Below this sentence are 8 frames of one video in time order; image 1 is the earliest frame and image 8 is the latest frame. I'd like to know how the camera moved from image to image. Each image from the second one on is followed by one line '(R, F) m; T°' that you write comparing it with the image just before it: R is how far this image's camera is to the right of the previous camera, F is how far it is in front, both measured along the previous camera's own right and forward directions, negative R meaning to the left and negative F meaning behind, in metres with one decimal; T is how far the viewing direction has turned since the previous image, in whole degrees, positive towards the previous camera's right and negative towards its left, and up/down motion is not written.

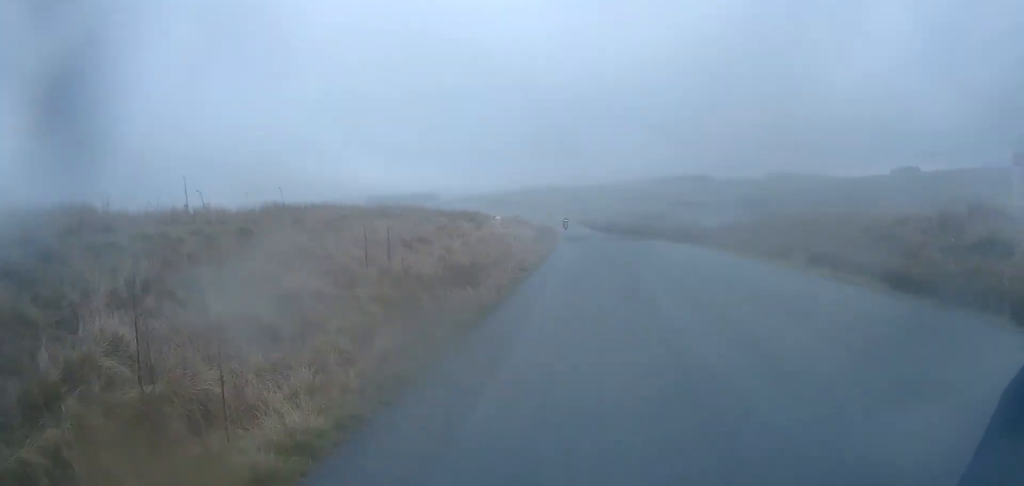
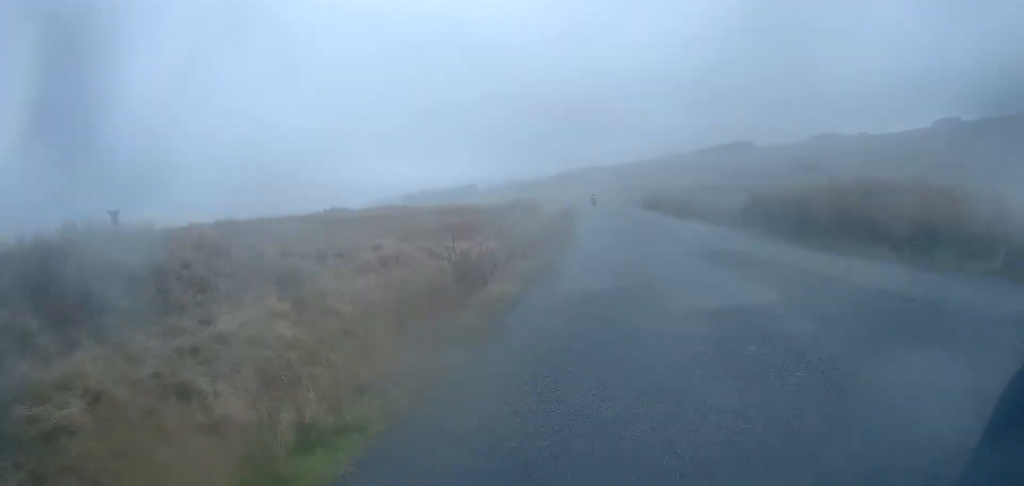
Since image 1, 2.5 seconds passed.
(-2.4, +45.8) m; -4°
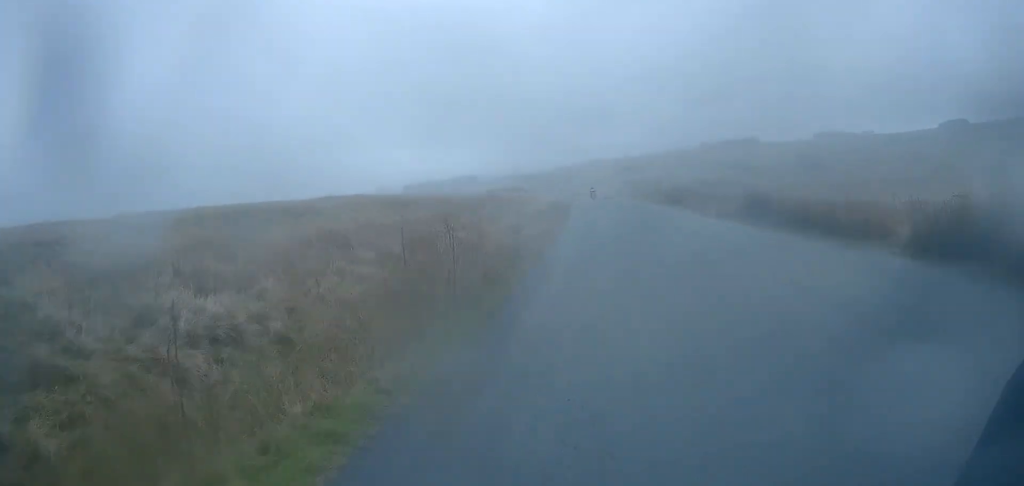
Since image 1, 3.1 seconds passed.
(-0.1, +11.0) m; 0°
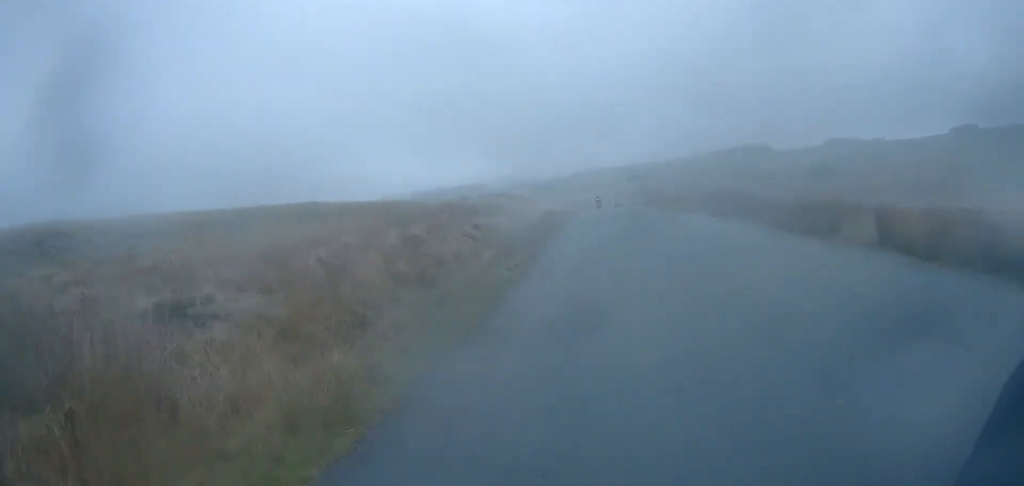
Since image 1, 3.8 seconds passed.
(0.0, +12.0) m; 0°
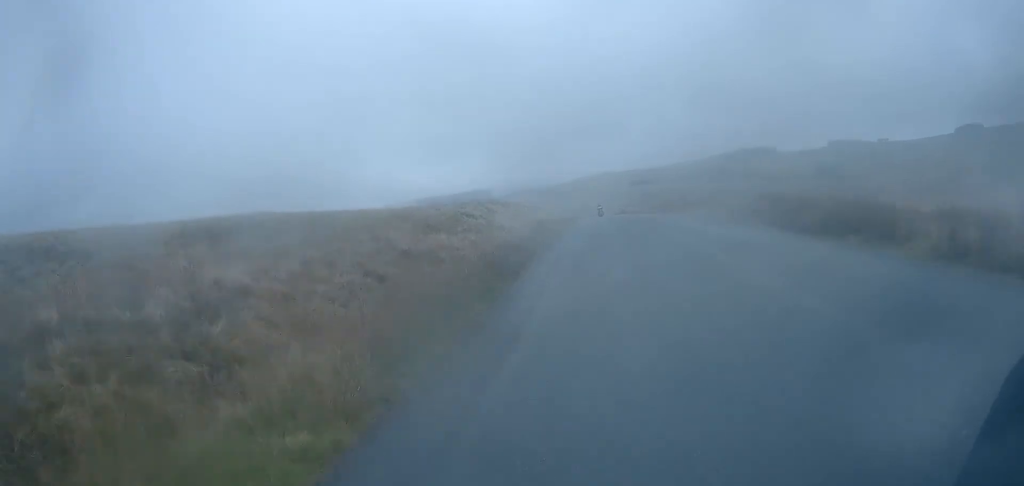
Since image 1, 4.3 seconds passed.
(0.0, +8.4) m; 0°
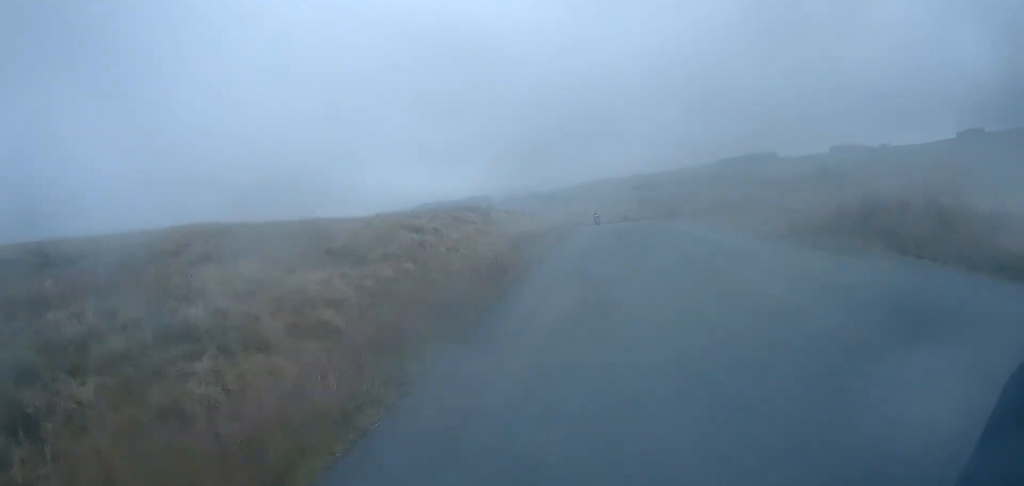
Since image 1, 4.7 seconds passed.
(0.0, +6.9) m; 0°
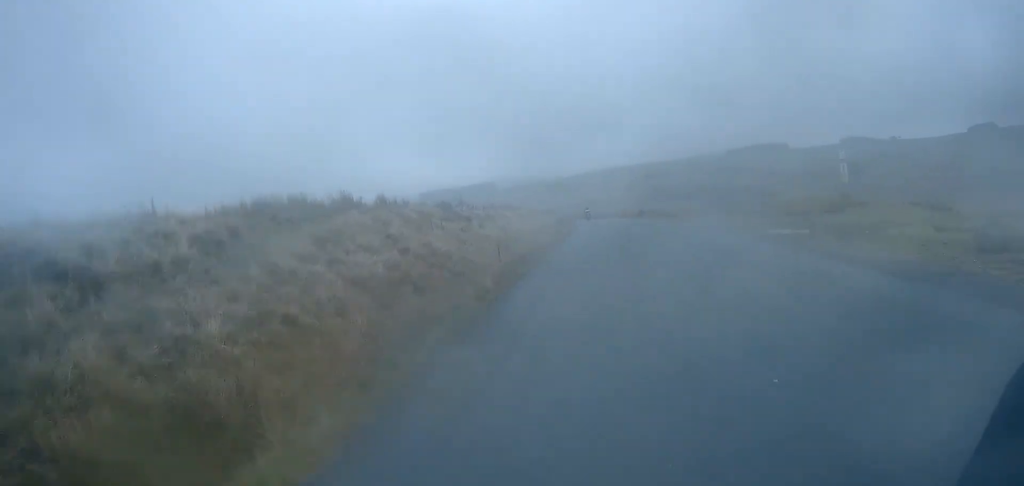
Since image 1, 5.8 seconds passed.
(-0.2, +19.6) m; -1°
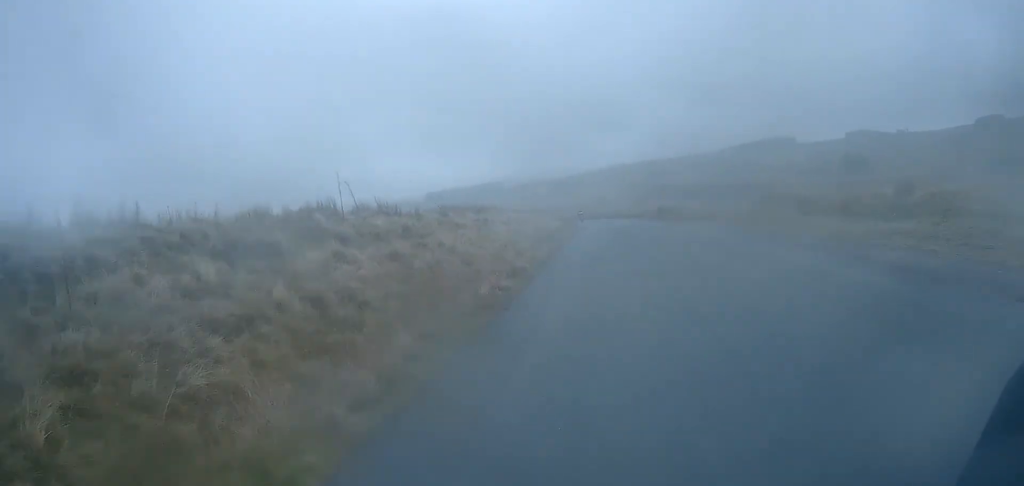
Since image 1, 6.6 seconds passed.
(-0.1, +12.5) m; -1°
